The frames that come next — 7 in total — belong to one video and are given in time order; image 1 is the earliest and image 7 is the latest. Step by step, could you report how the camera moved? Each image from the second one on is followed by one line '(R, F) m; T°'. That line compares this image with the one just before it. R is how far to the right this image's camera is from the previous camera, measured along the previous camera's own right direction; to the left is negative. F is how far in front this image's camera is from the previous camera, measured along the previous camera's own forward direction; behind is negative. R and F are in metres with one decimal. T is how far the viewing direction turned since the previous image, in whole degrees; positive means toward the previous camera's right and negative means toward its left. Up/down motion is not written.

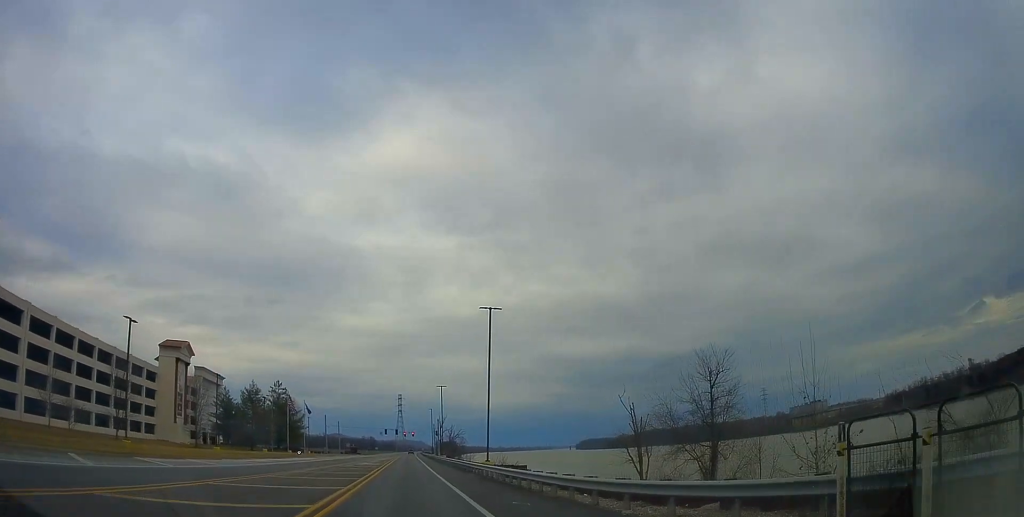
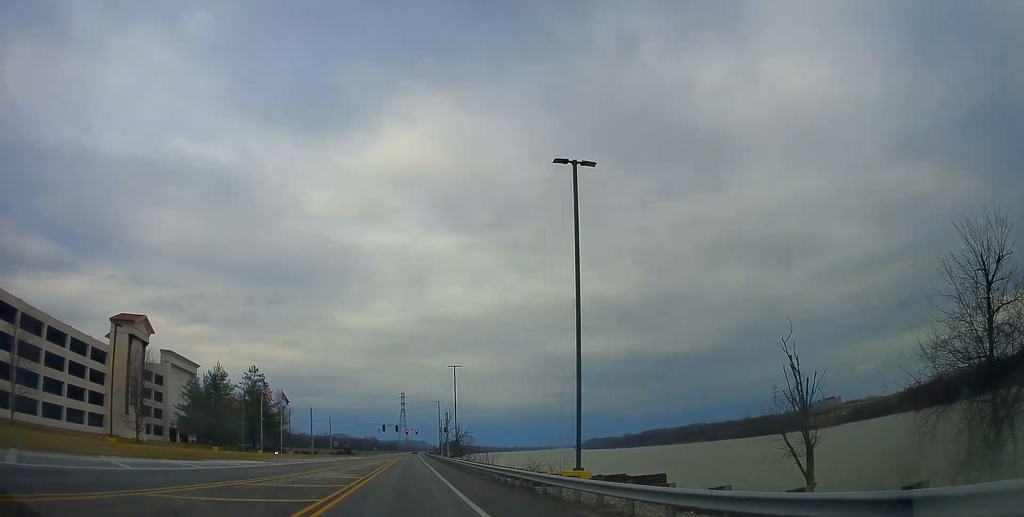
(0.0, +24.5) m; +1°
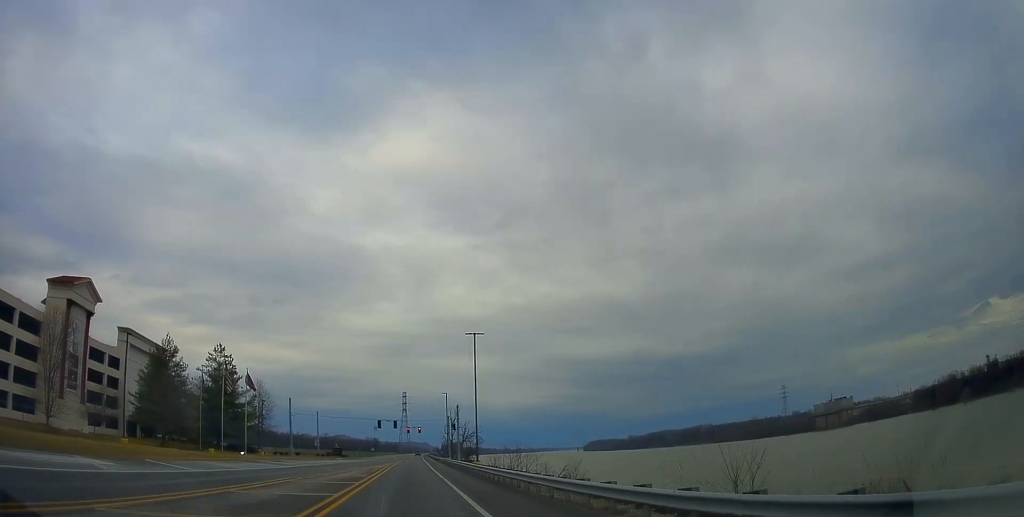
(0.0, +22.3) m; -2°
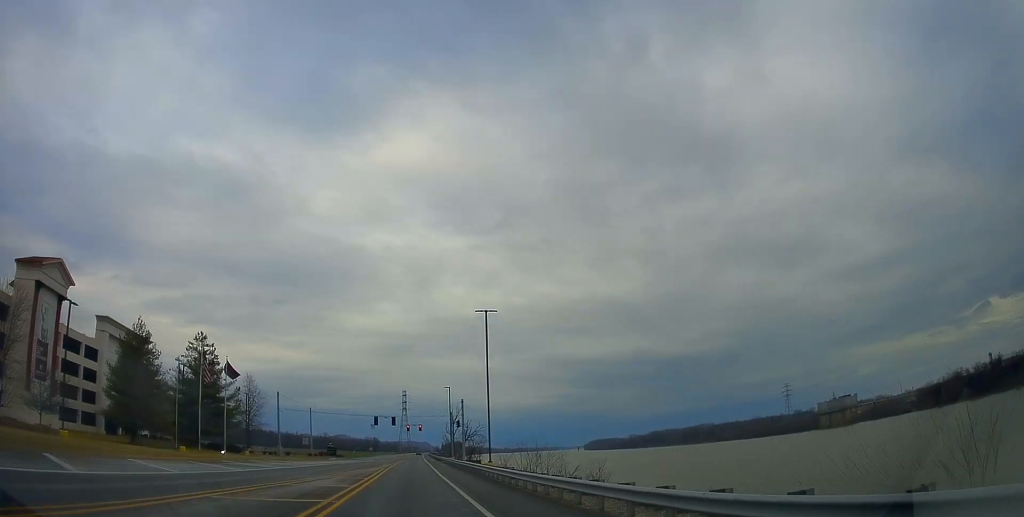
(-0.6, +8.8) m; -1°
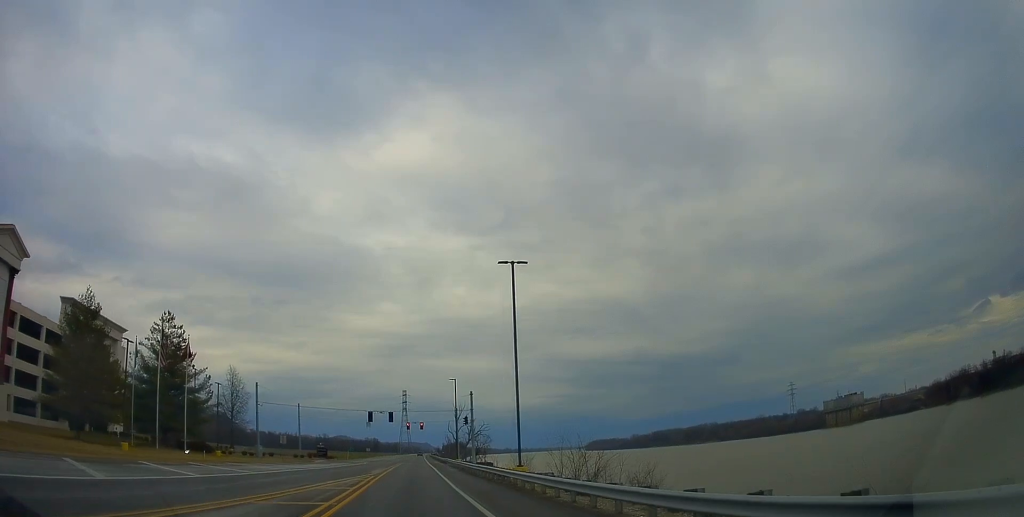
(+0.5, +11.8) m; +3°
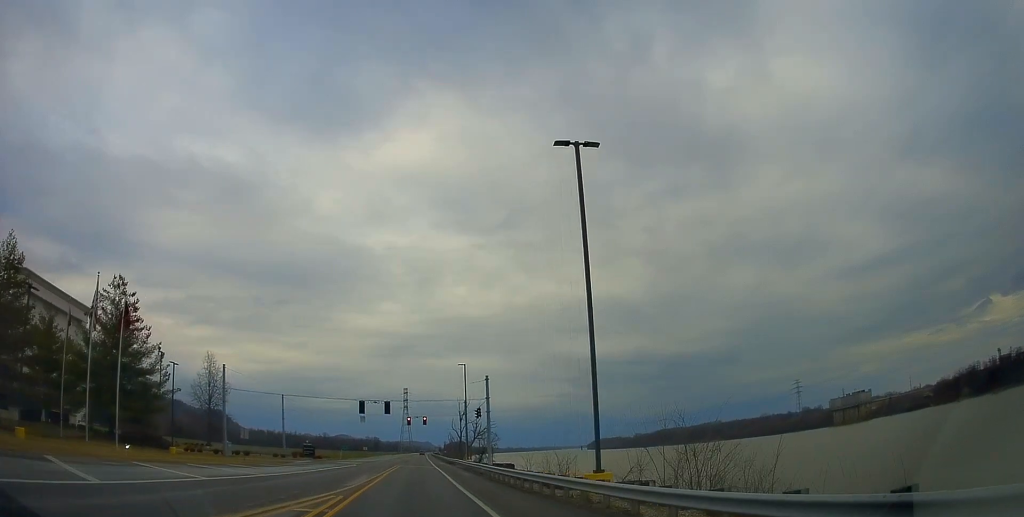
(+0.3, +13.5) m; 0°
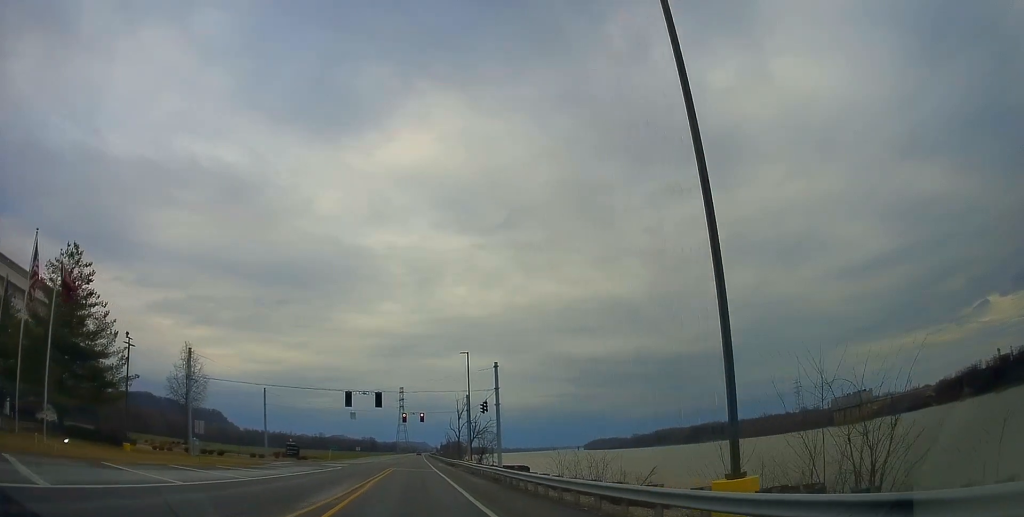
(-0.2, +8.6) m; 0°
